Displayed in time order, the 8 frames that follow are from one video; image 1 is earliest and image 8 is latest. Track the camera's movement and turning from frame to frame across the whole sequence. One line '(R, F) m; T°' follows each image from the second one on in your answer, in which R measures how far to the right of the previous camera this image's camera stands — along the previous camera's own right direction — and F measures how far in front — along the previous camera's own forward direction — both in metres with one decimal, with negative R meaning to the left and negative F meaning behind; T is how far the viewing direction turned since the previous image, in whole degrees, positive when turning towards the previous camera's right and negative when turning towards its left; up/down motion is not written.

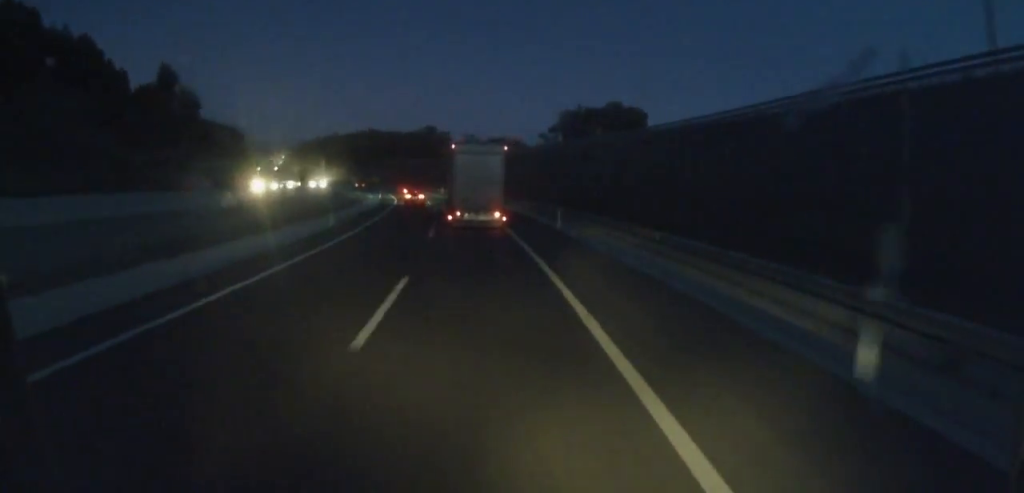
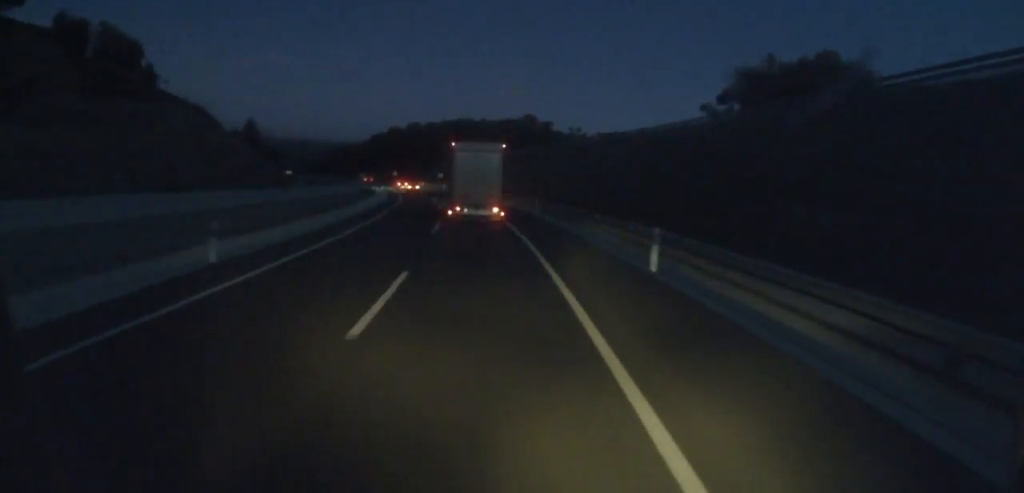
(-5.7, +69.5) m; -9°
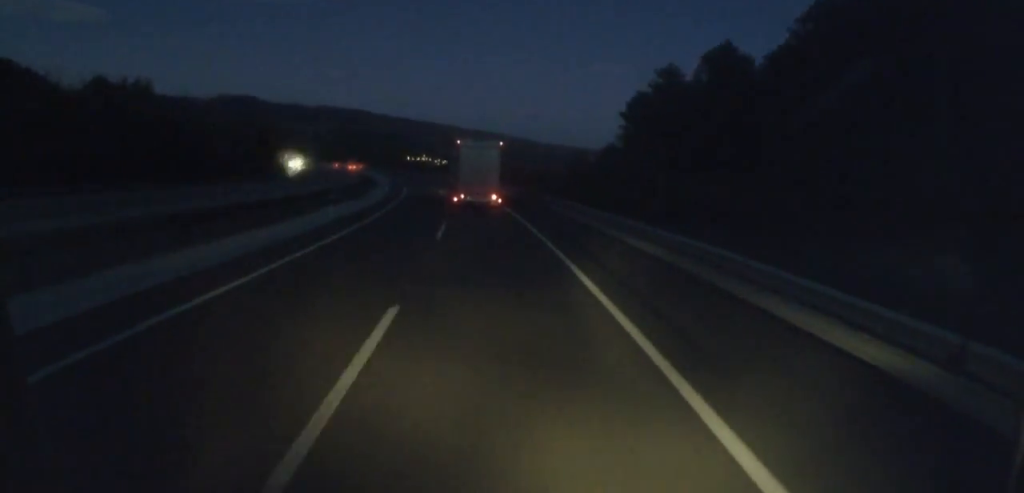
(-60.1, +230.0) m; -27°
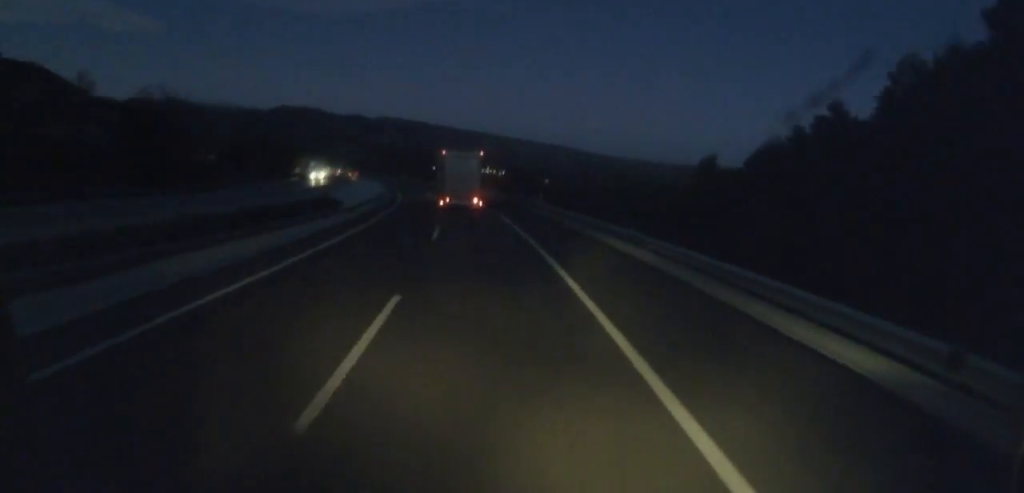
(-2.6, +50.0) m; -6°
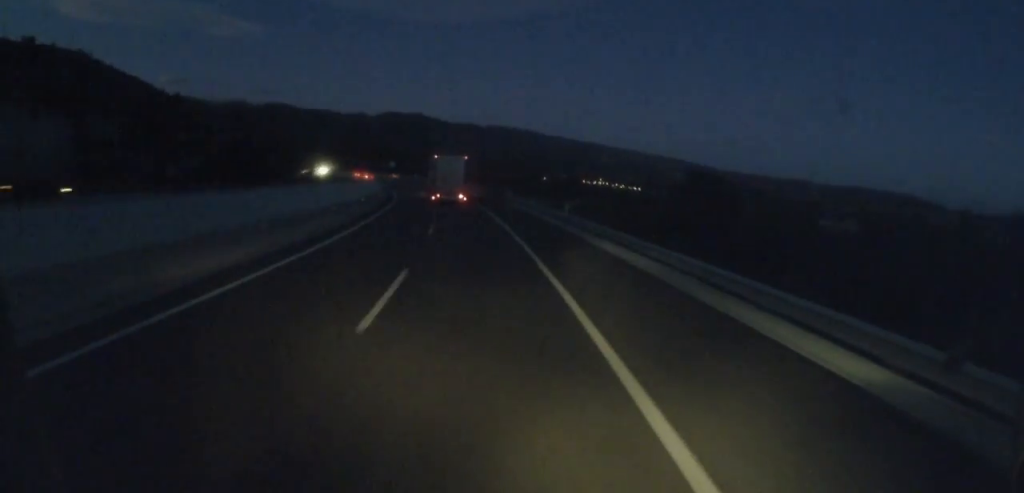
(-7.1, +82.3) m; -11°
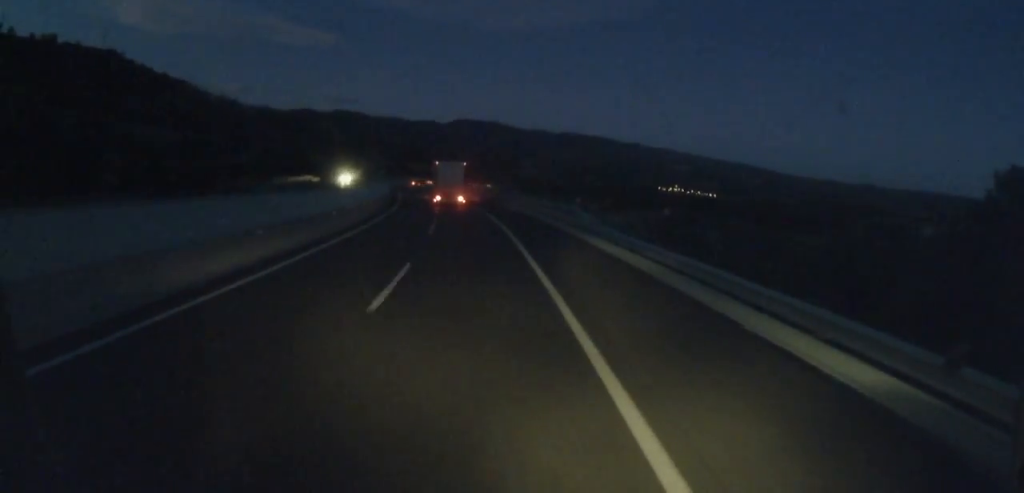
(-0.2, +49.9) m; -8°
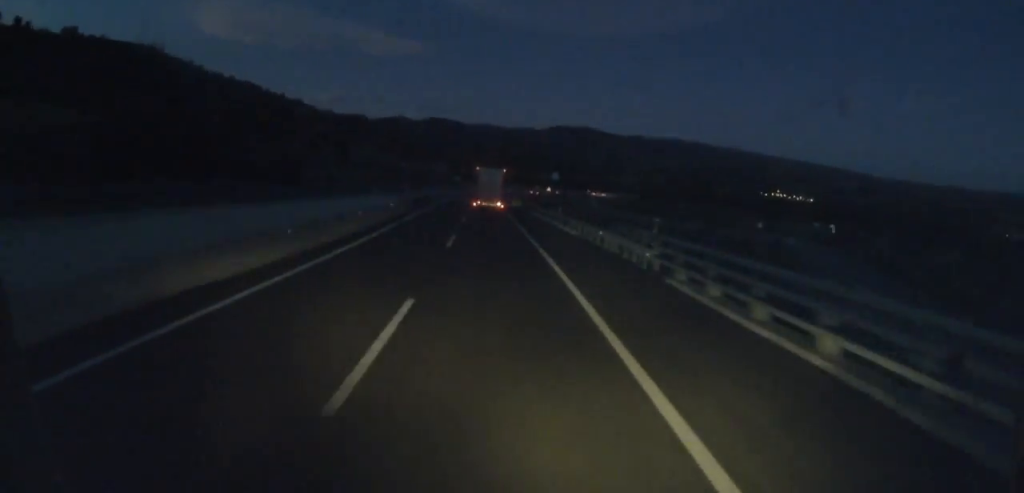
(-10.1, +72.6) m; -9°
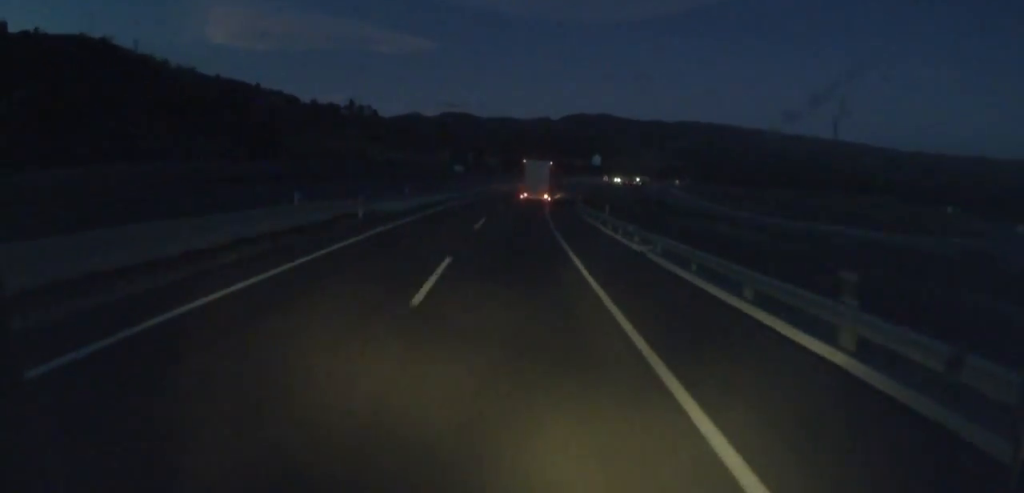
(-6.3, +80.1) m; -4°
